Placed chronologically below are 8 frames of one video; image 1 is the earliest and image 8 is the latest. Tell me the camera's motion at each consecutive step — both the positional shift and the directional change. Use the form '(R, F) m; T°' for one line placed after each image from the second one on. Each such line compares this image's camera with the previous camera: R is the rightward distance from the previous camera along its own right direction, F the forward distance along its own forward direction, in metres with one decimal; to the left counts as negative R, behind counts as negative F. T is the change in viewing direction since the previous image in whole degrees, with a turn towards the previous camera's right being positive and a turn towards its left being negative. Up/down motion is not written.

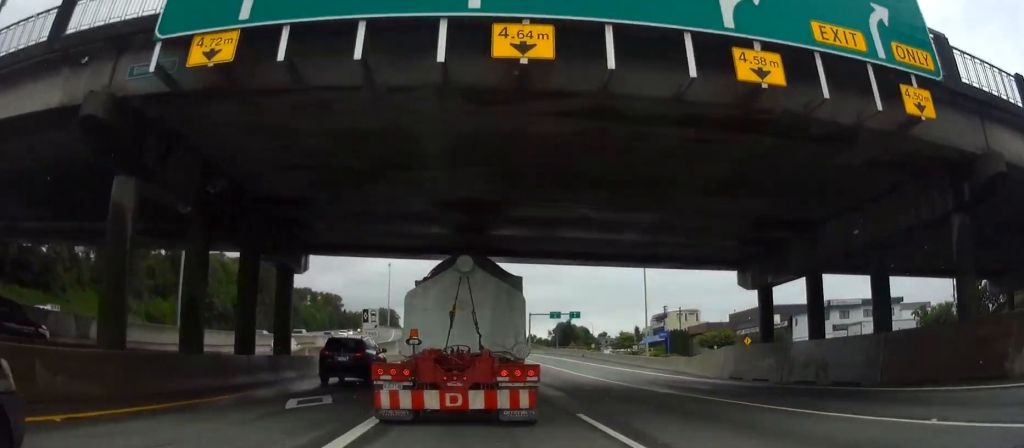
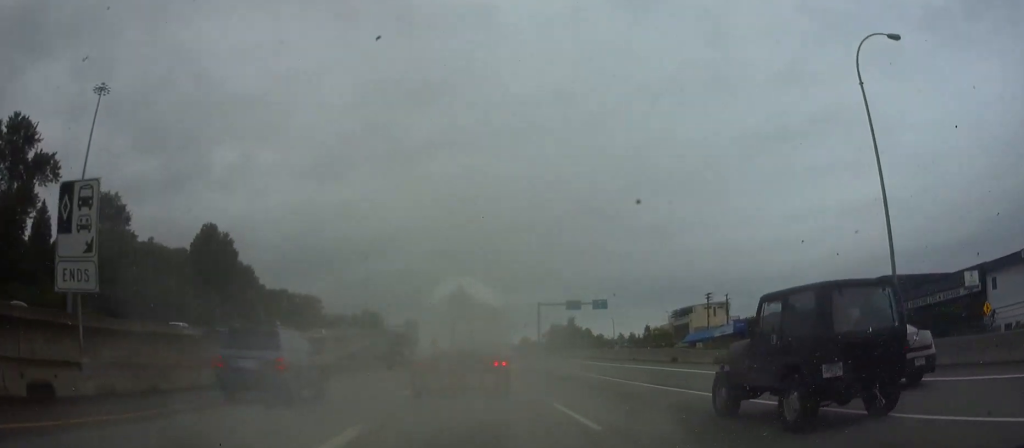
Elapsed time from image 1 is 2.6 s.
(+0.4, +33.3) m; +2°
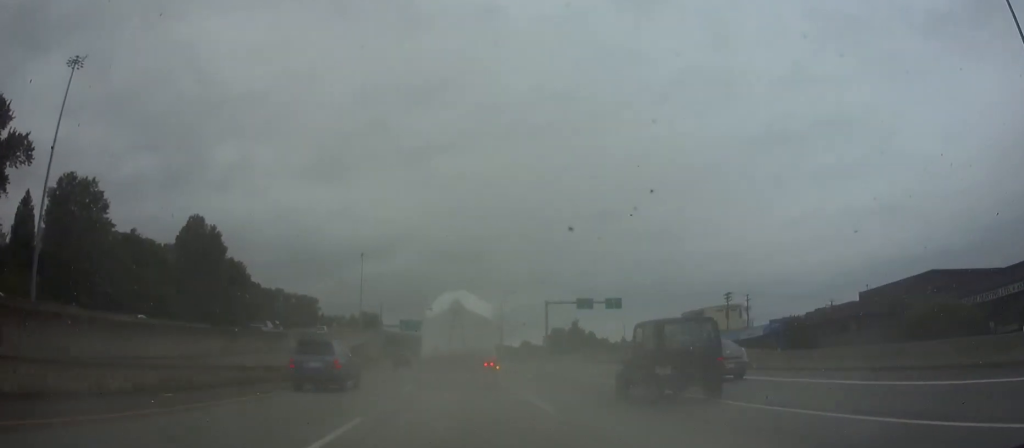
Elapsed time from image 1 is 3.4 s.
(+0.1, +10.0) m; 0°
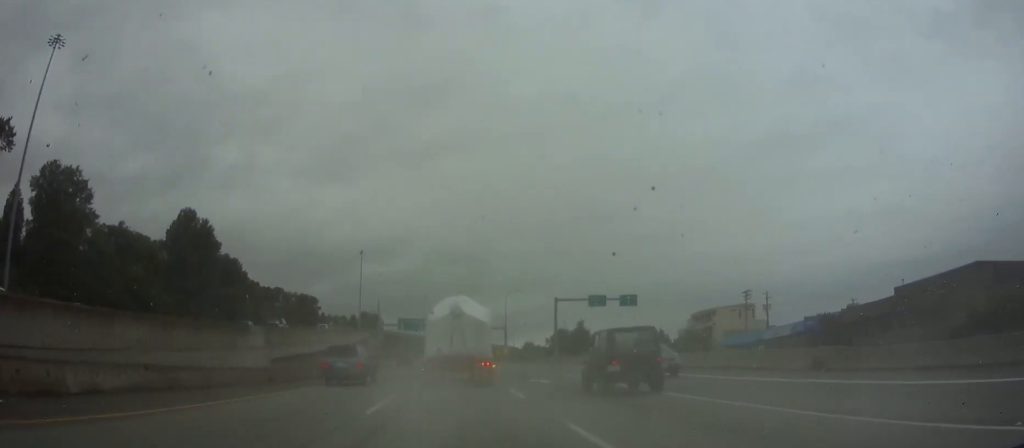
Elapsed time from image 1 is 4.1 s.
(-0.1, +7.3) m; 0°
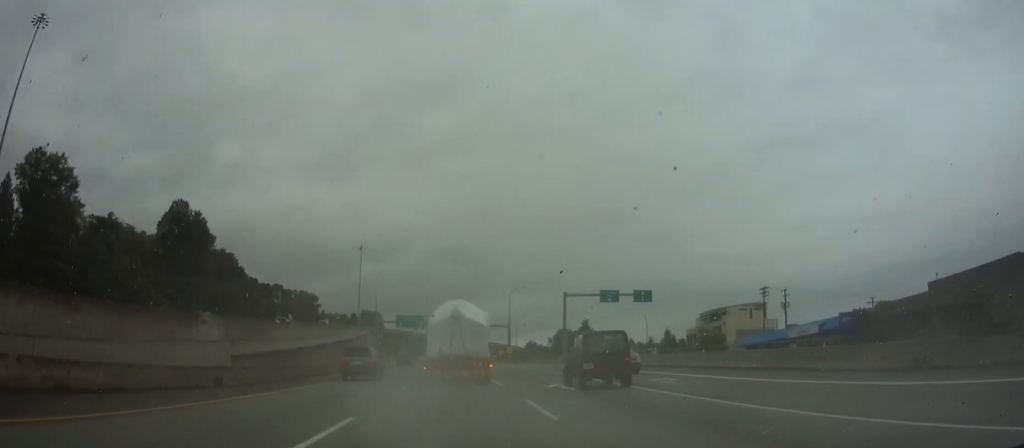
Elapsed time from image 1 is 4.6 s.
(0.0, +6.4) m; 0°
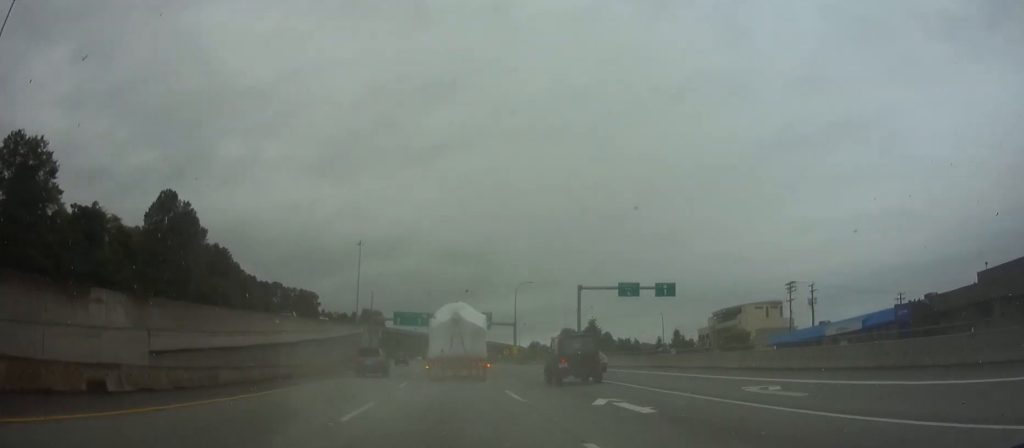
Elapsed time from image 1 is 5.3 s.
(0.0, +8.5) m; -1°
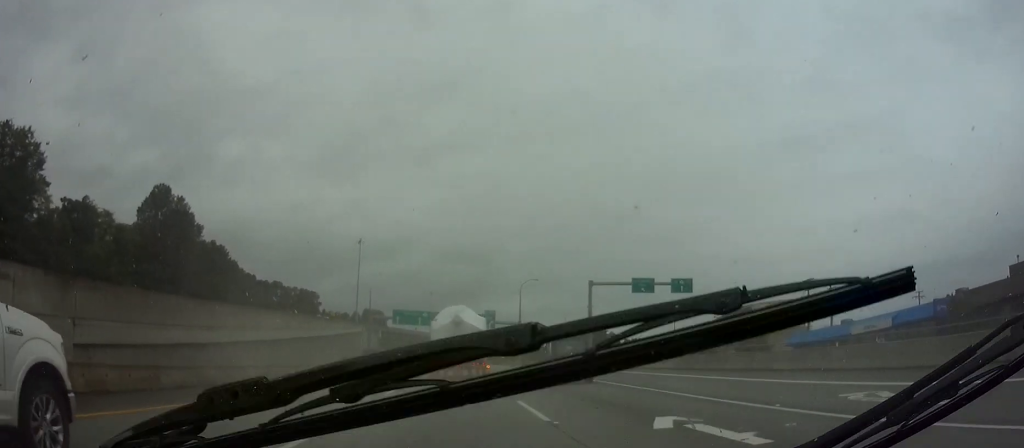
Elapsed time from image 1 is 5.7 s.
(0.0, +5.1) m; -1°
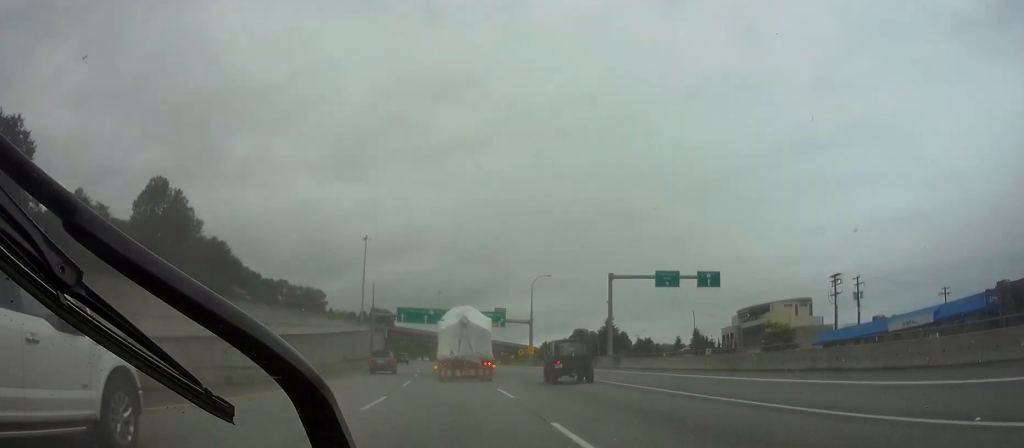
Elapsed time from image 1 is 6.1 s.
(0.0, +5.6) m; -1°
